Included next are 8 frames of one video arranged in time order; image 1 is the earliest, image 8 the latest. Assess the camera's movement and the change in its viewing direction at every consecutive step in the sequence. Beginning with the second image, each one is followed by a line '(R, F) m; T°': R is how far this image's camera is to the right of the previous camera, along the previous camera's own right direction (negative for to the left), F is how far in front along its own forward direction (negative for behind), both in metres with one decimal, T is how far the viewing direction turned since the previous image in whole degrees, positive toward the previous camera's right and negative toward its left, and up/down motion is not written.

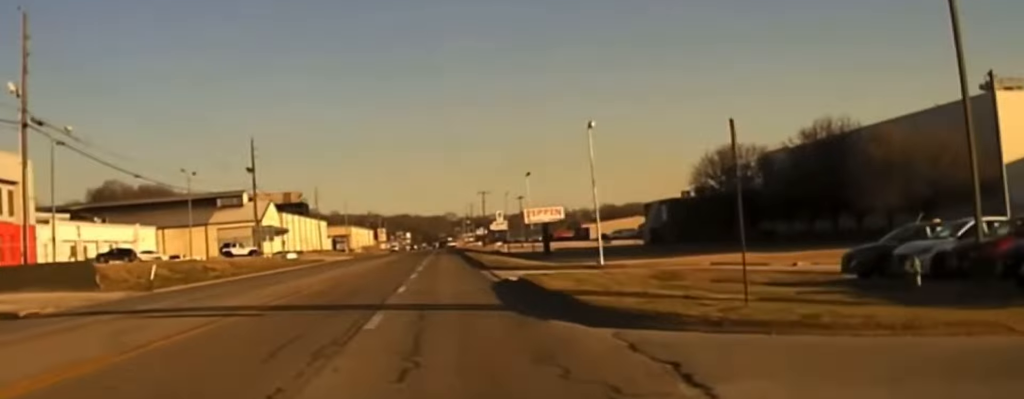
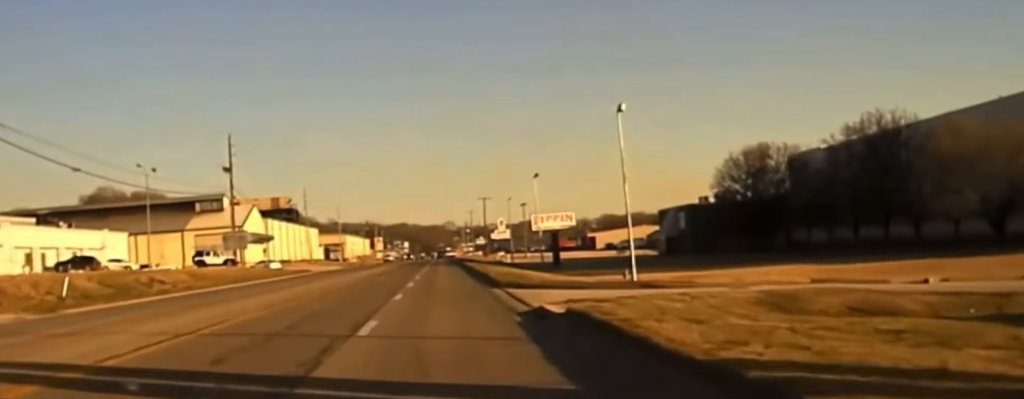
(+0.1, +13.9) m; 0°
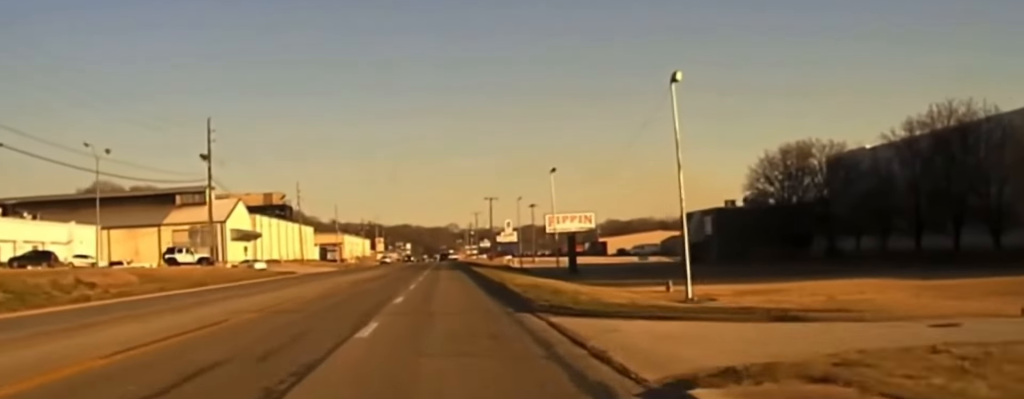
(+0.1, +14.3) m; 0°
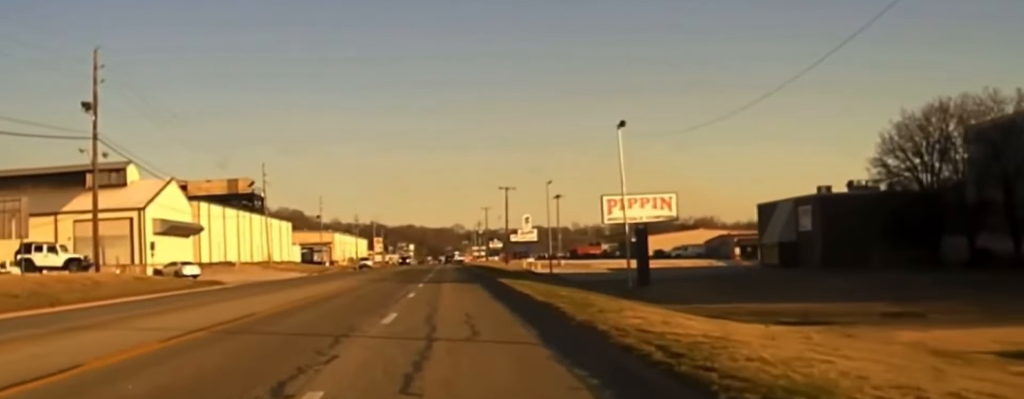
(-0.5, +38.5) m; -1°
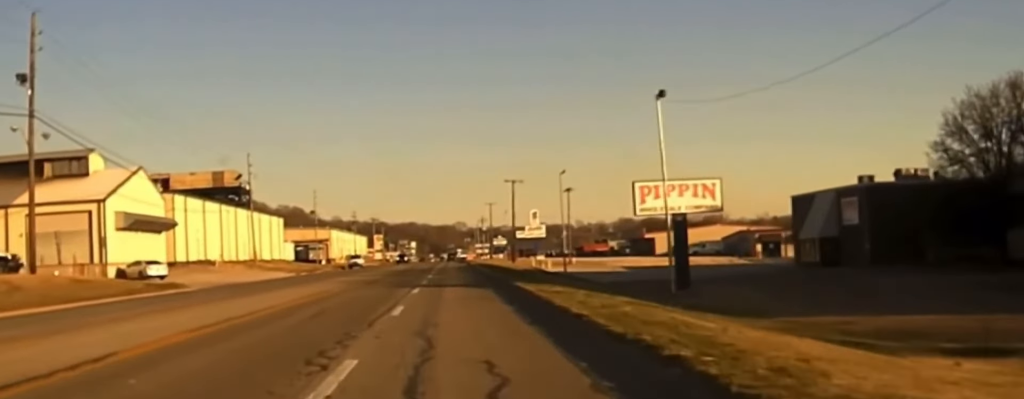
(0.0, +10.9) m; 0°
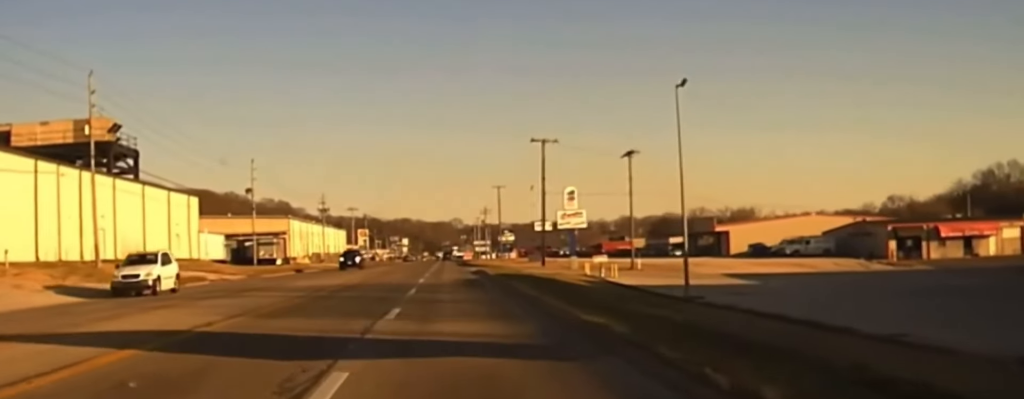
(+0.4, +45.9) m; +1°
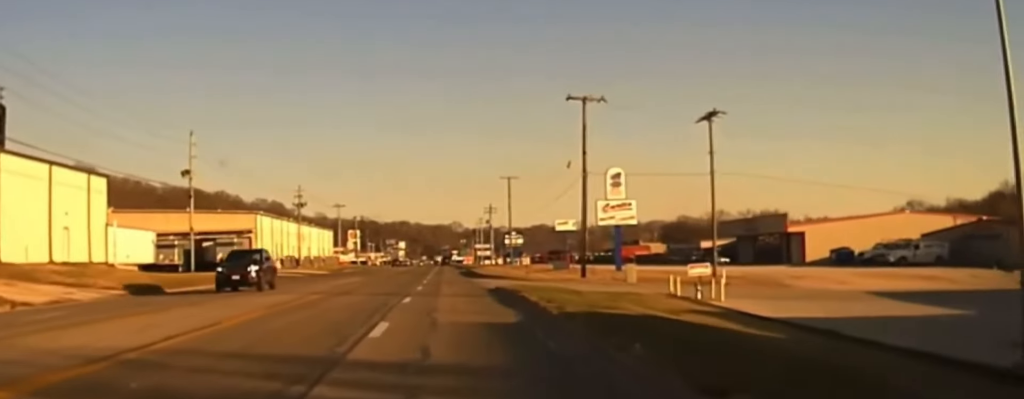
(-0.2, +23.8) m; -1°
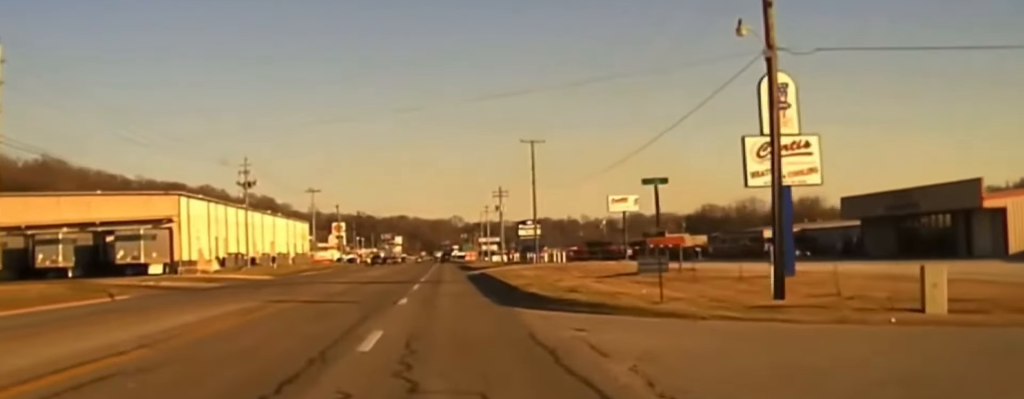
(0.0, +37.0) m; +1°
